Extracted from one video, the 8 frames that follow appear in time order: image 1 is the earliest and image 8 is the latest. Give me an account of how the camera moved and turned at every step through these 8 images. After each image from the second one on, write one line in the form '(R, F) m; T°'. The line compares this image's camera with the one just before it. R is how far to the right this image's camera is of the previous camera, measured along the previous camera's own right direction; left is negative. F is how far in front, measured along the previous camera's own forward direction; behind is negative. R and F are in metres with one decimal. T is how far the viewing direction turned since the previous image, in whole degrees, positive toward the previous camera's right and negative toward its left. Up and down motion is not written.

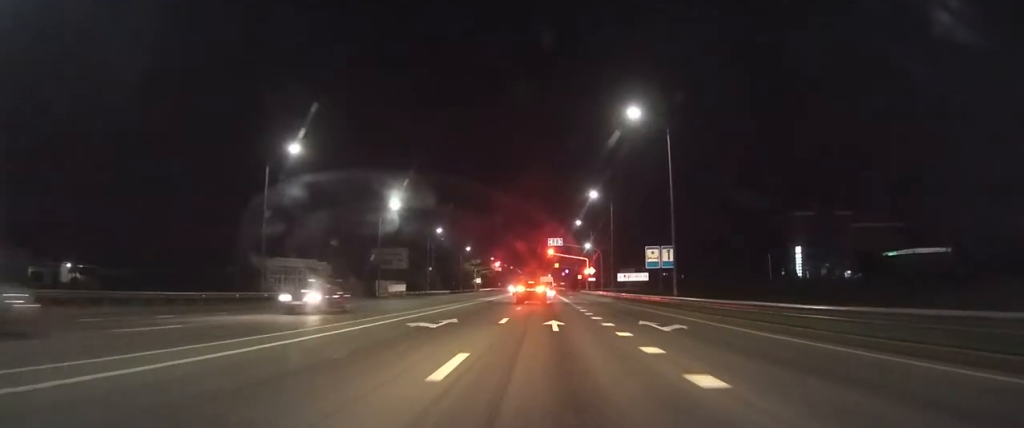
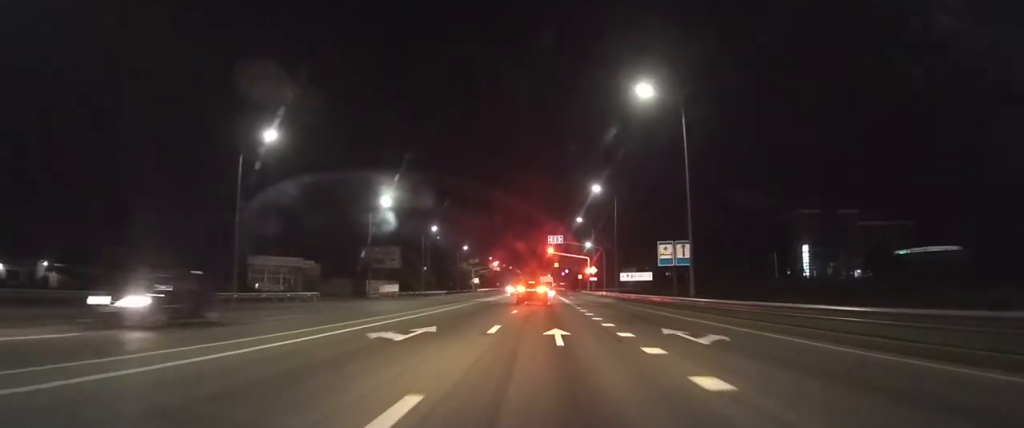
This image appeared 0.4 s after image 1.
(0.0, +4.2) m; 0°
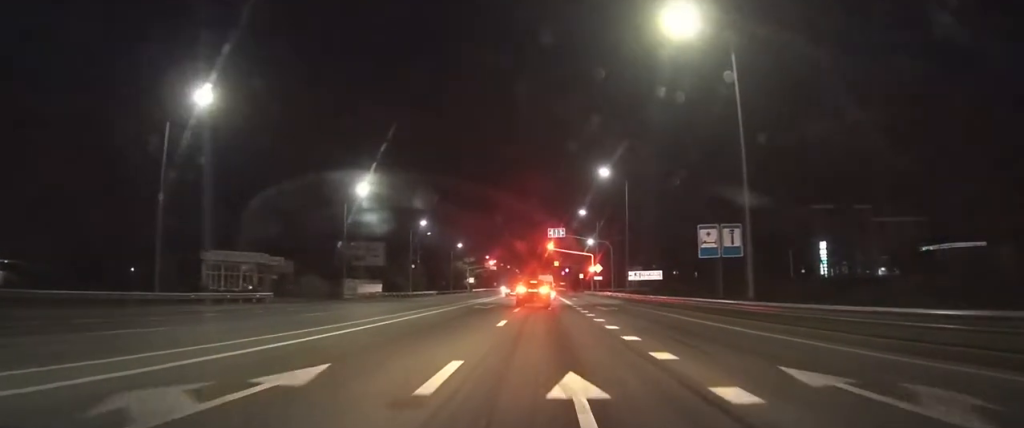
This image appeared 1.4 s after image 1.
(0.0, +9.4) m; 0°
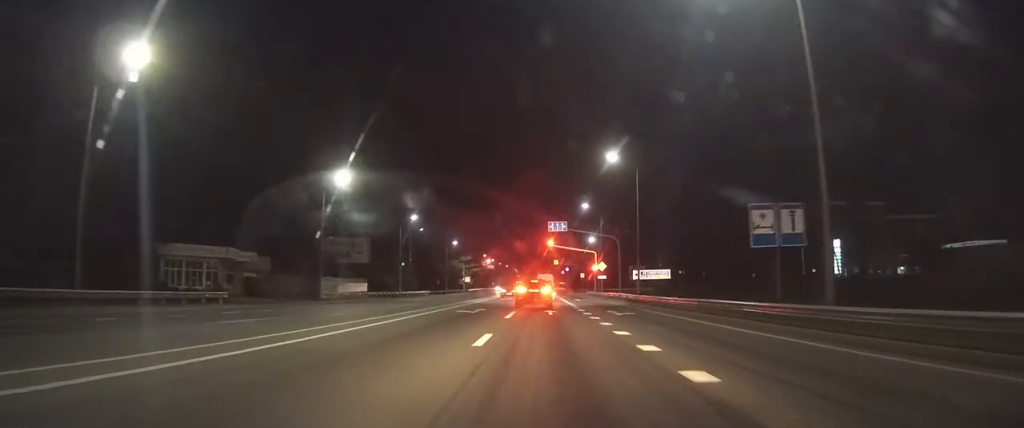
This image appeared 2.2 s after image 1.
(0.0, +6.8) m; 0°
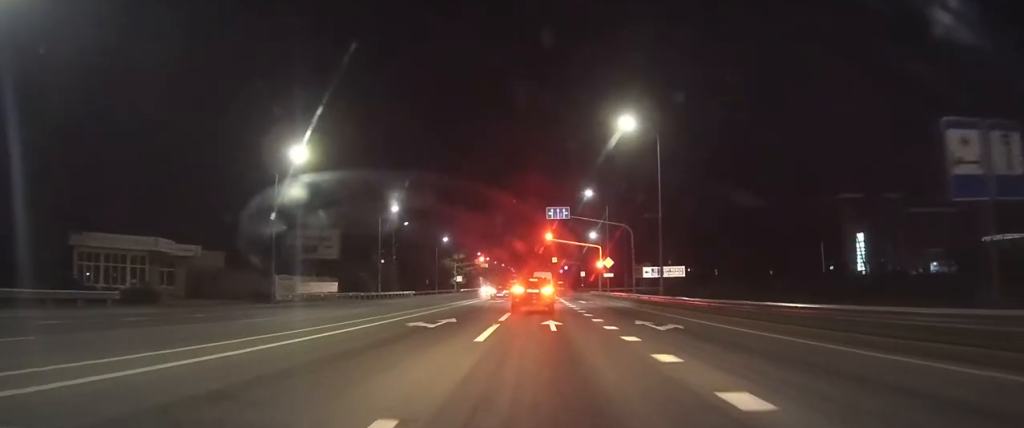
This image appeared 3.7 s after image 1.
(0.0, +10.8) m; +1°
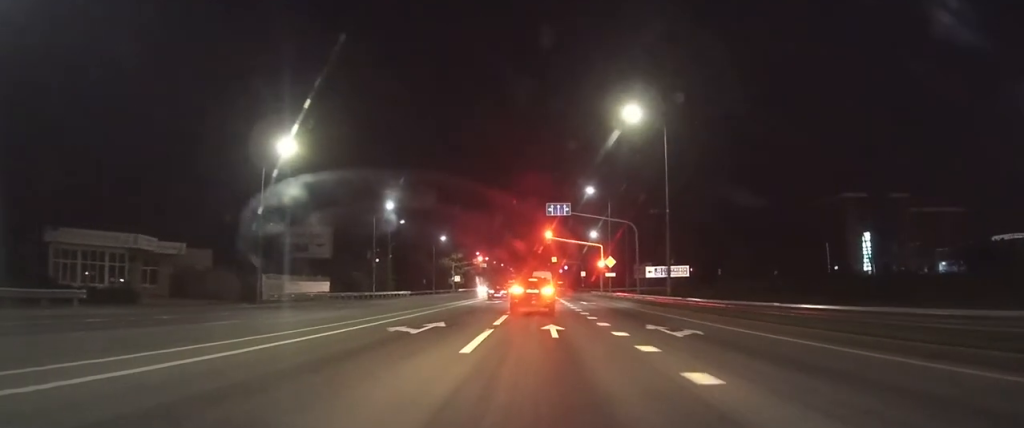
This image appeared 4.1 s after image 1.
(0.0, +2.6) m; 0°
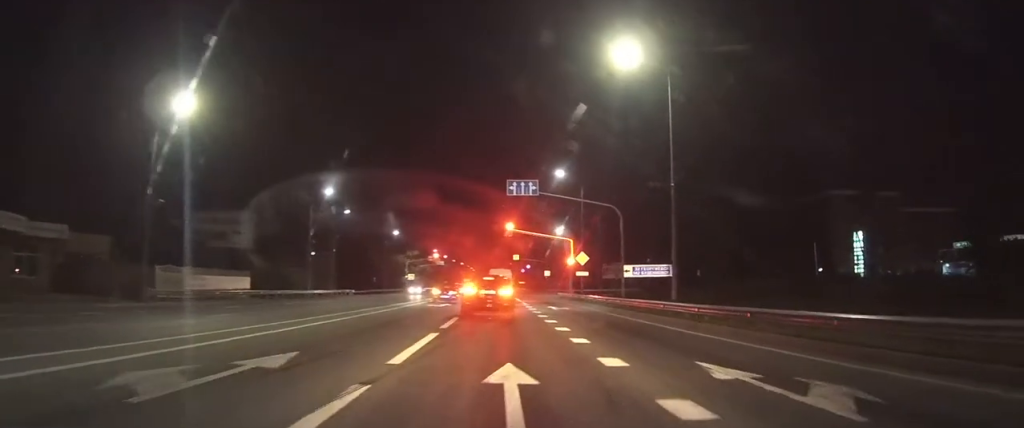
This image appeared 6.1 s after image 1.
(+0.3, +11.2) m; +3°
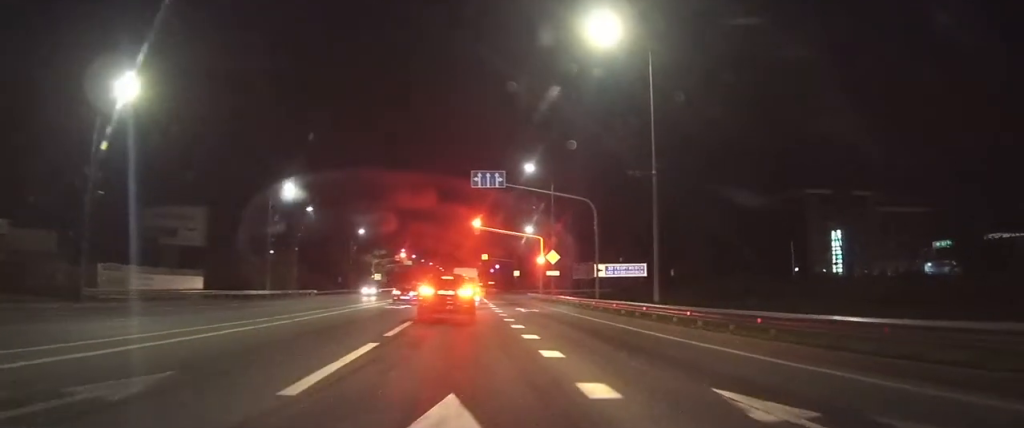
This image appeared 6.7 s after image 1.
(0.0, +3.2) m; +1°
